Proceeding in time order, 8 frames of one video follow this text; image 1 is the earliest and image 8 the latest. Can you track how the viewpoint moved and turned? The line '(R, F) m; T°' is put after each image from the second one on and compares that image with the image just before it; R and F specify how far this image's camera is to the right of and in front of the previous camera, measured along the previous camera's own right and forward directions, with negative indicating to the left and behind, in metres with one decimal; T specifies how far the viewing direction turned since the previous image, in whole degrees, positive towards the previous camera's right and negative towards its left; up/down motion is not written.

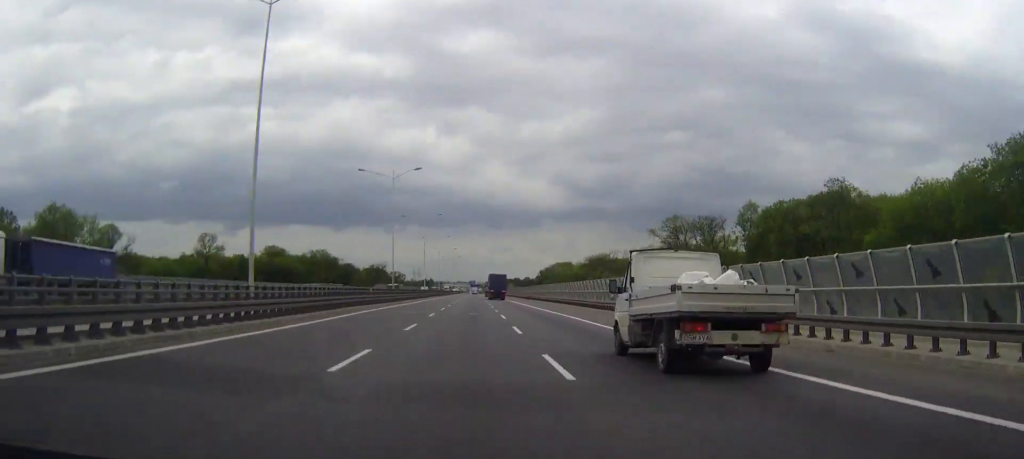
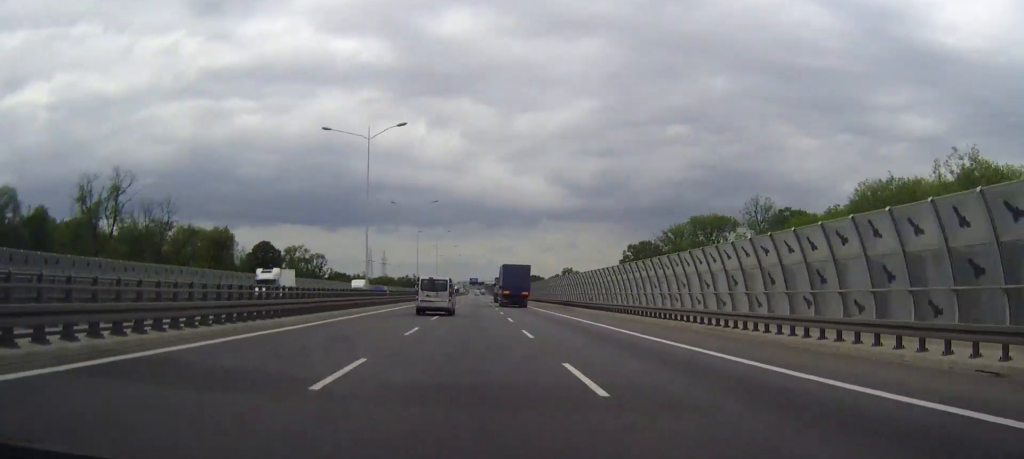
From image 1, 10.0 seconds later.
(+0.2, +289.0) m; 0°
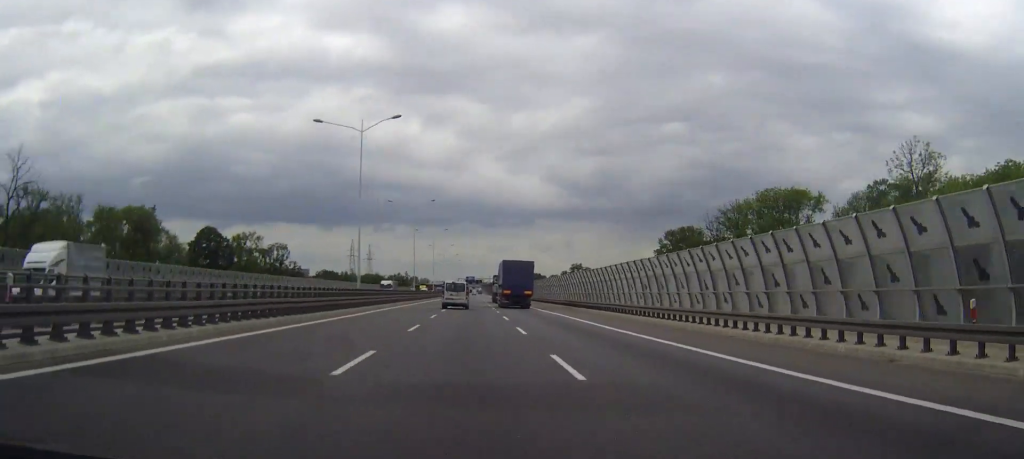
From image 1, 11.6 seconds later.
(+0.1, +46.2) m; 0°
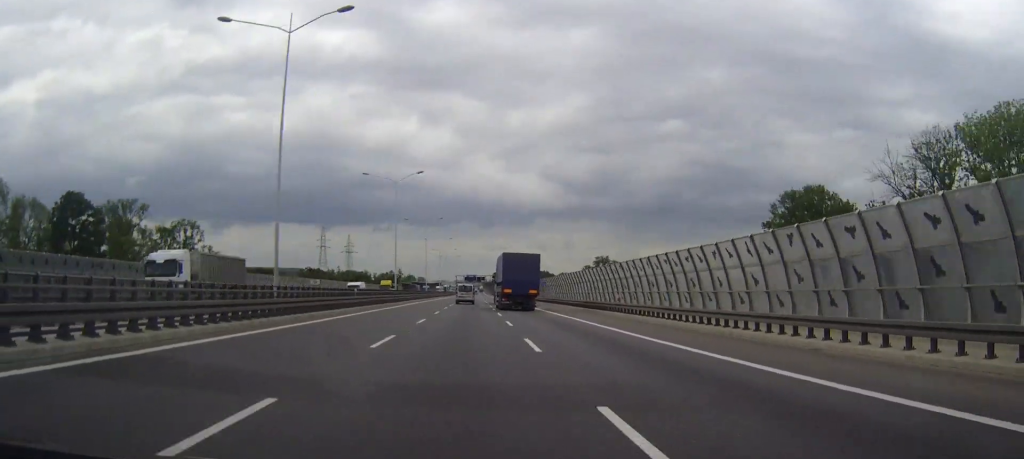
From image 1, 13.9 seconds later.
(-0.2, +66.4) m; 0°
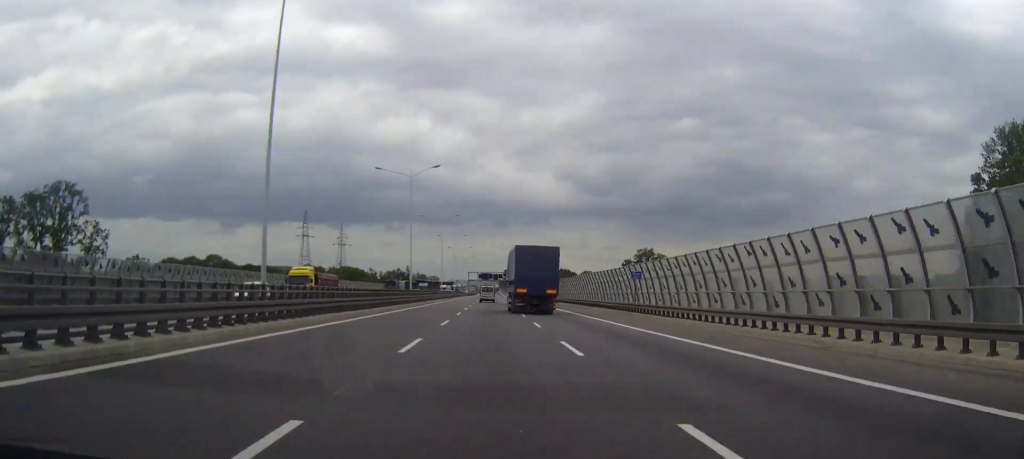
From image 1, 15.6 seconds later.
(-0.4, +49.0) m; 0°
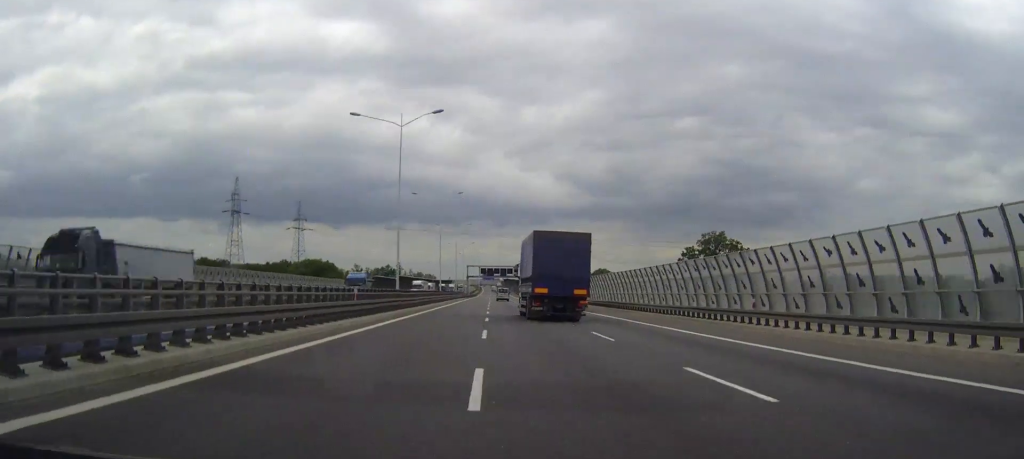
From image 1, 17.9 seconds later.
(0.0, +66.2) m; 0°
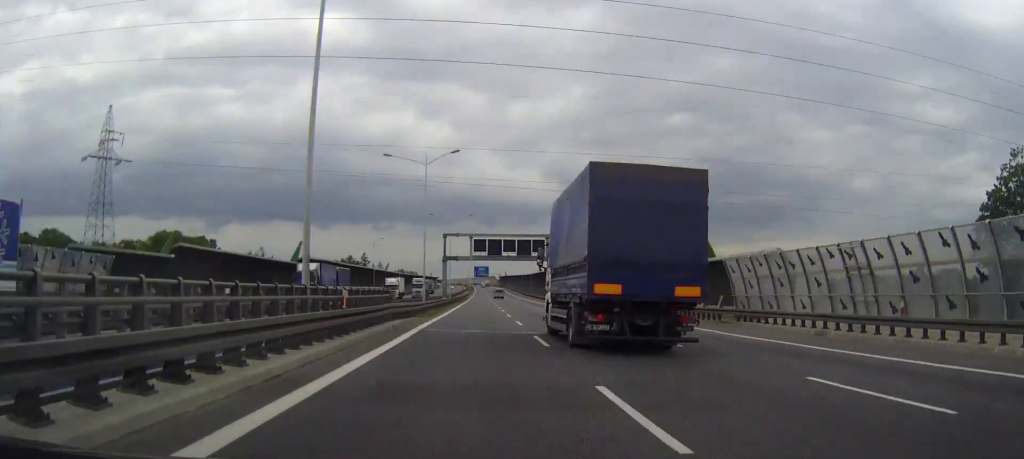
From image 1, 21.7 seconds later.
(+0.6, +109.3) m; +1°
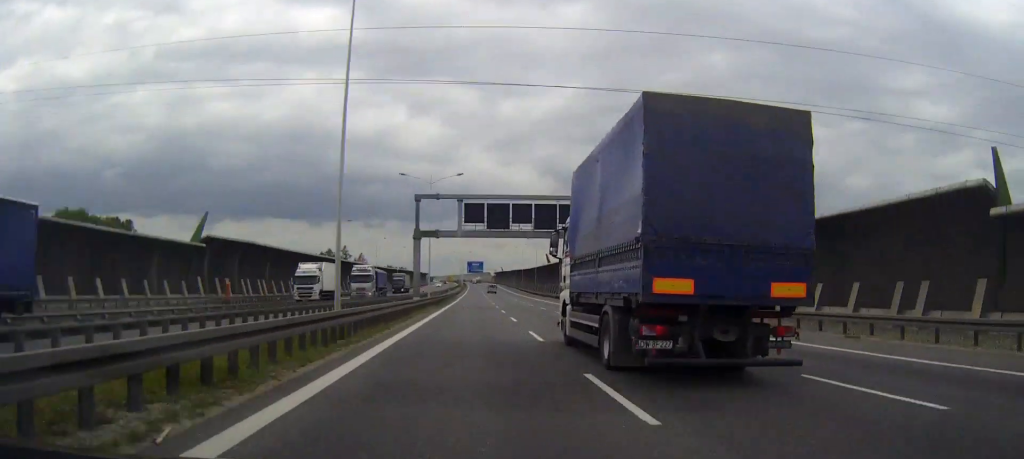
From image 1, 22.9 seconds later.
(+0.1, +34.5) m; 0°
